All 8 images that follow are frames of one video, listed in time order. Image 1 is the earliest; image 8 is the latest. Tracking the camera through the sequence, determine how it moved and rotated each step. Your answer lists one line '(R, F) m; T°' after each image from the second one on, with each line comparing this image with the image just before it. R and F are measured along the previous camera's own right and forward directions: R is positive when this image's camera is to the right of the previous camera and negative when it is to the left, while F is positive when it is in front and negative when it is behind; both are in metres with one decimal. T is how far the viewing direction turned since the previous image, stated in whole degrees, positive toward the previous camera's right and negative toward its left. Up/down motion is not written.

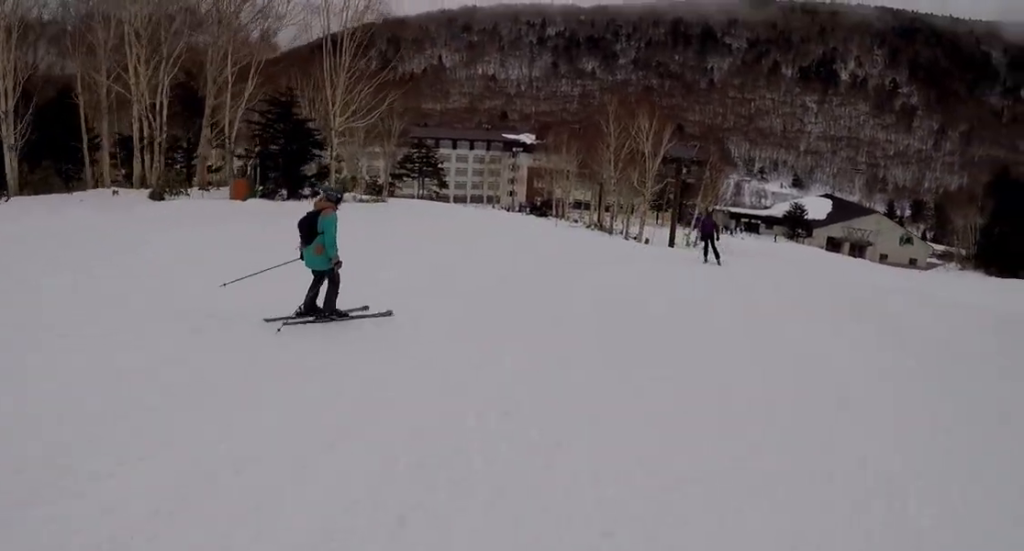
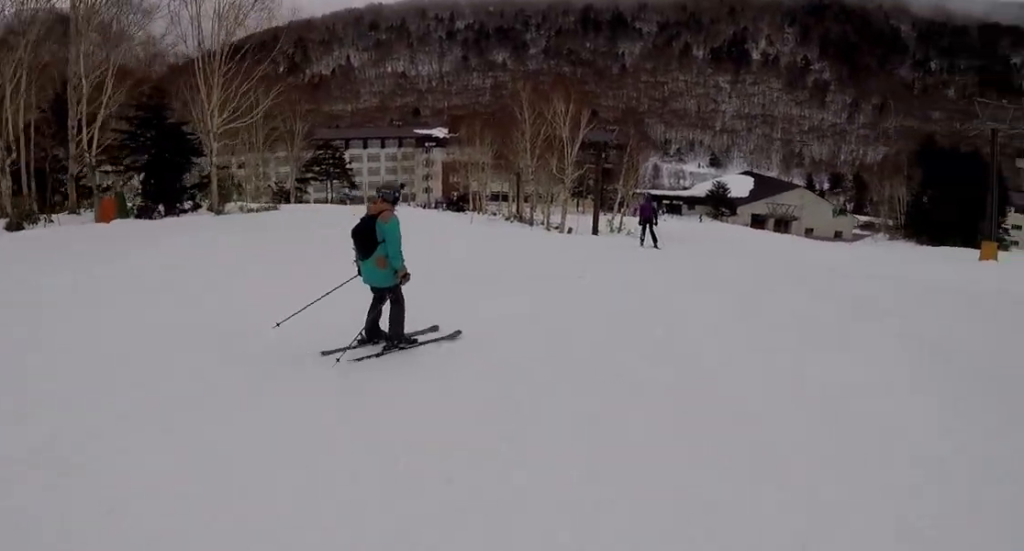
(-0.2, +3.2) m; +3°
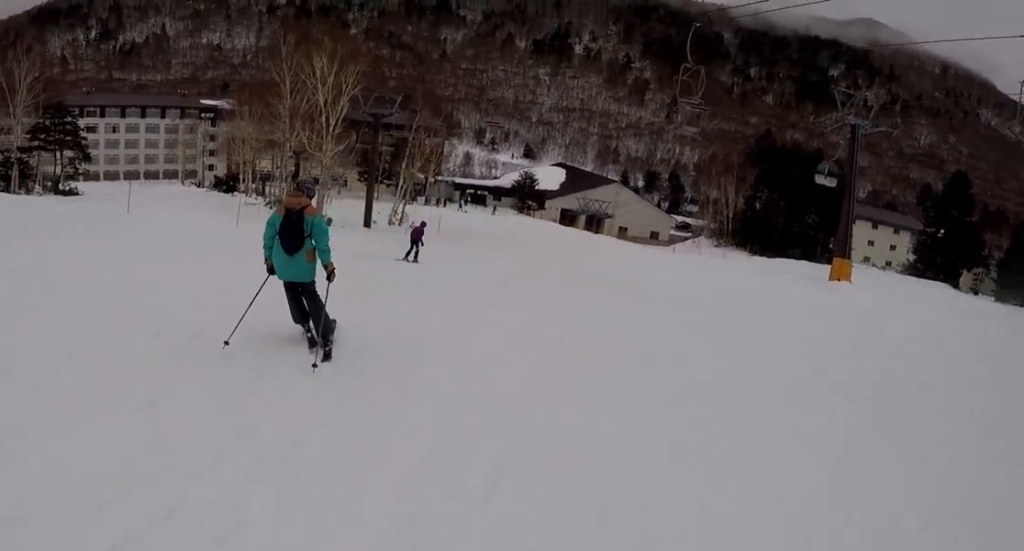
(+1.9, +12.9) m; +8°
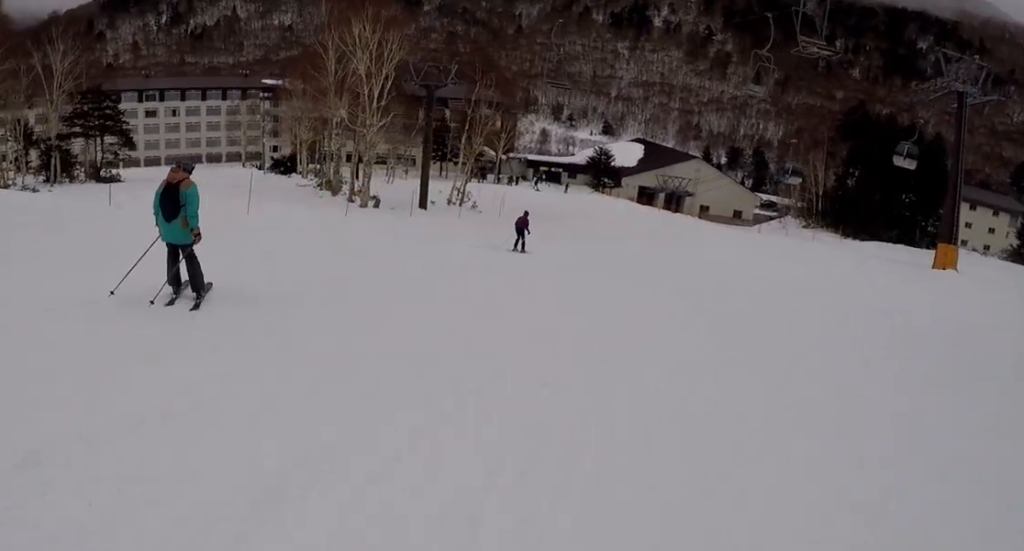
(0.0, +4.7) m; -4°
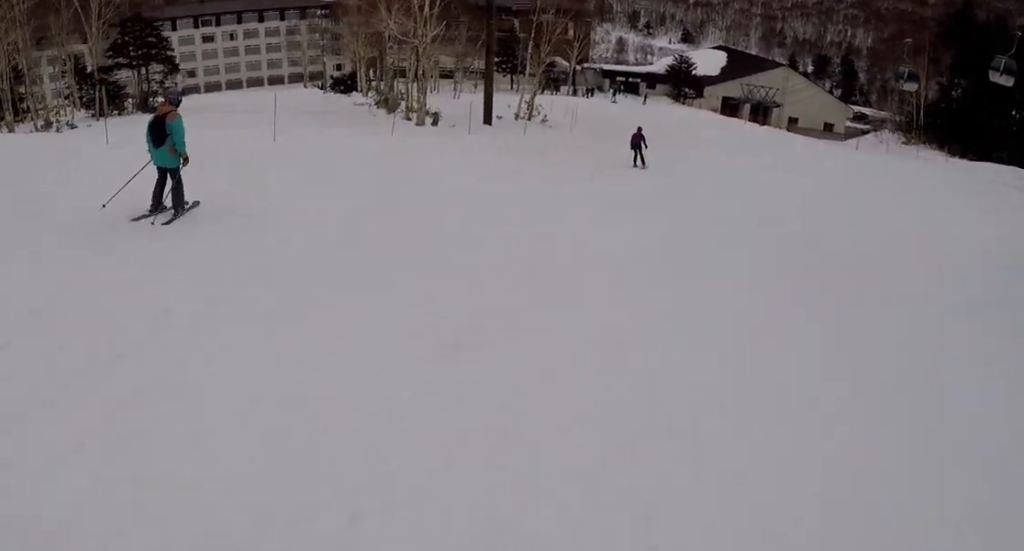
(+0.2, +3.7) m; -4°
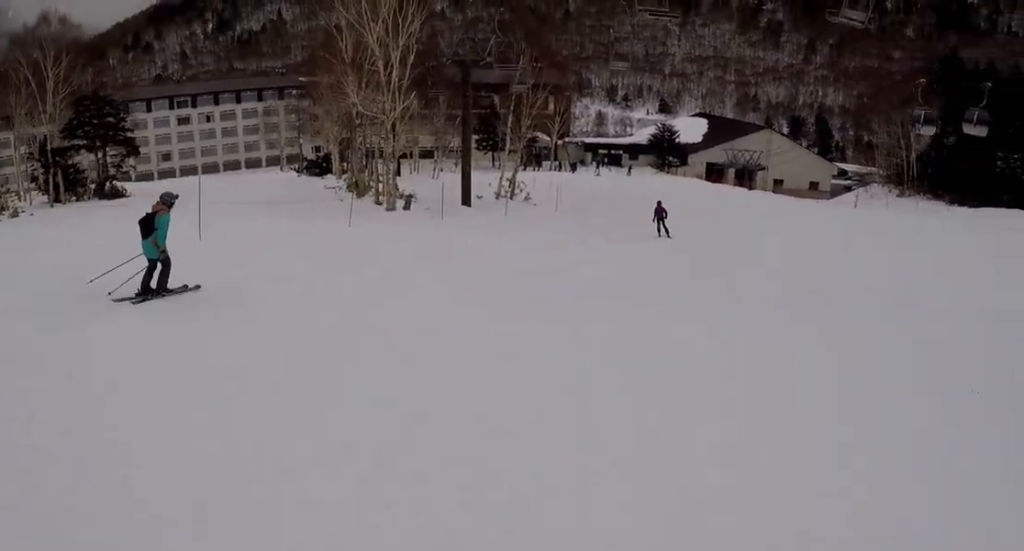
(-0.6, +4.8) m; +2°
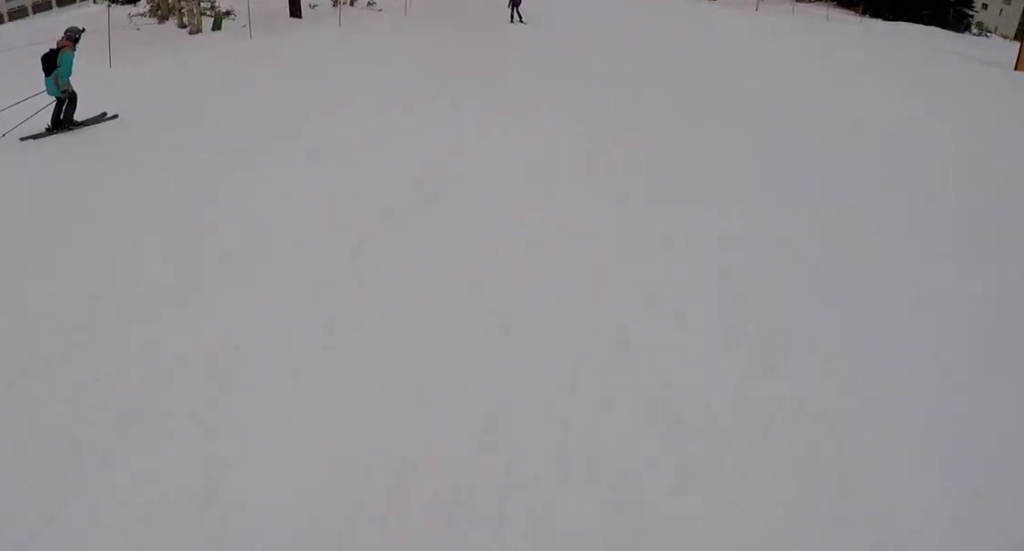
(+0.3, +6.0) m; +11°
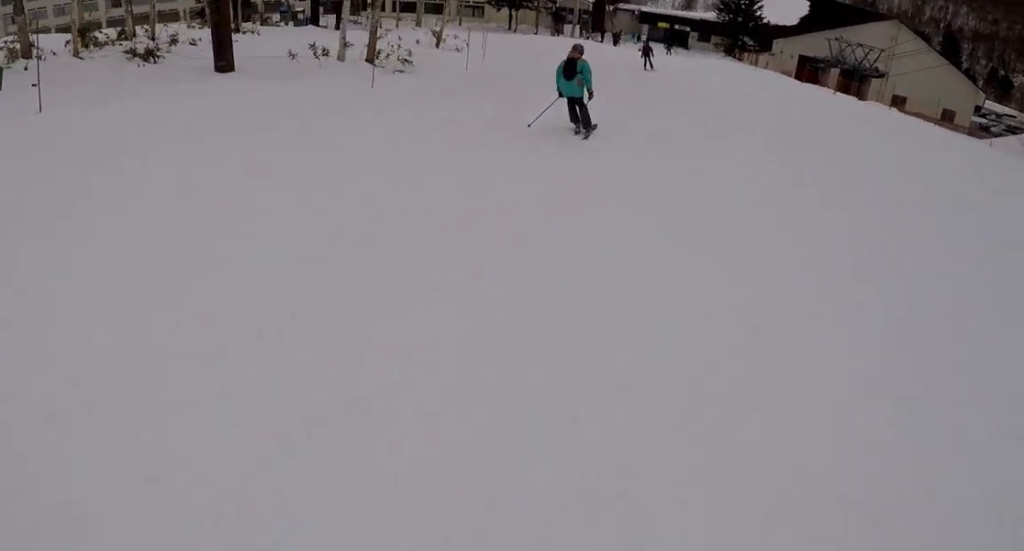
(-0.8, +21.0) m; -17°
